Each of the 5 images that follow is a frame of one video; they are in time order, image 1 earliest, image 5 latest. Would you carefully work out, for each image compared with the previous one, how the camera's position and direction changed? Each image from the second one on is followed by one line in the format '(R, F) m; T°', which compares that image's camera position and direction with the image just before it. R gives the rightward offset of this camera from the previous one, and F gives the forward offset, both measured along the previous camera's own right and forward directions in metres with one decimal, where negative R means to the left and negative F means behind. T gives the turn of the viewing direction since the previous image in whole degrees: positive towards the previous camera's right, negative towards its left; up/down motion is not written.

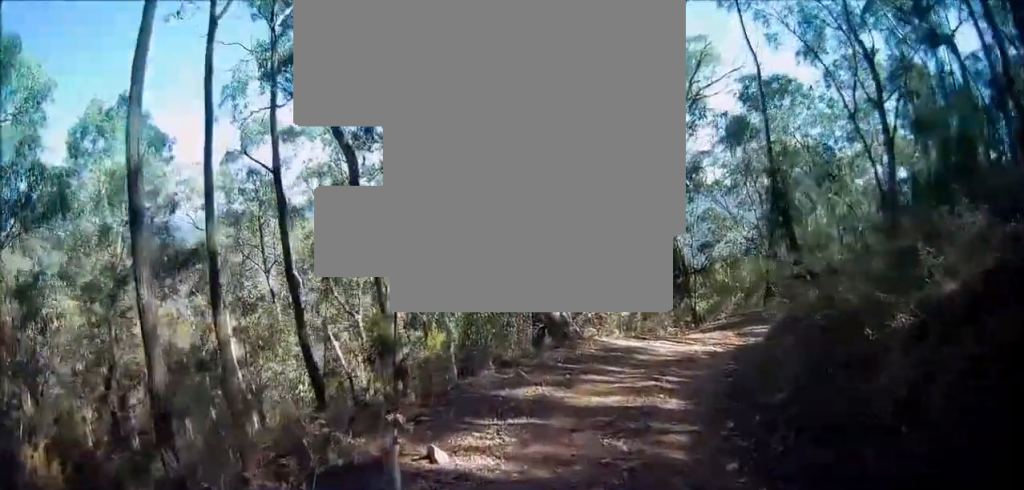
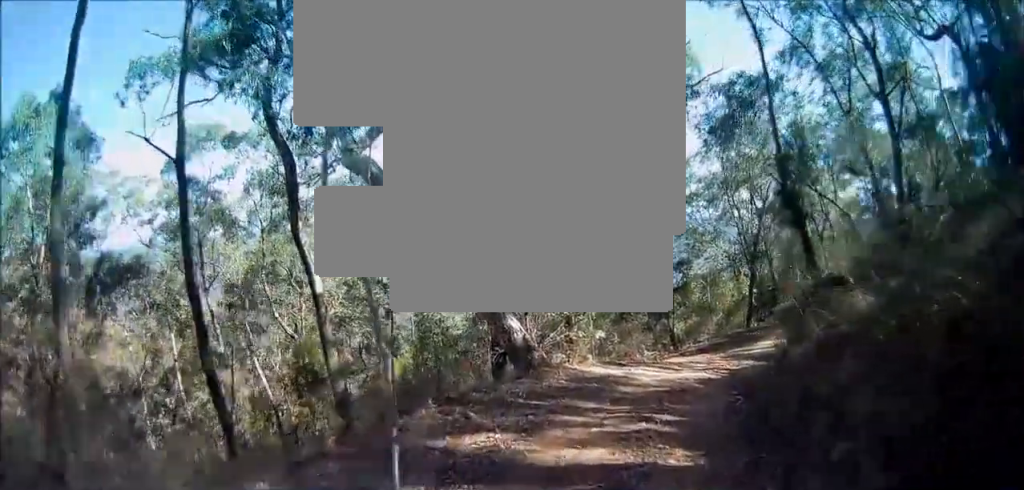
(+0.2, +2.5) m; +7°
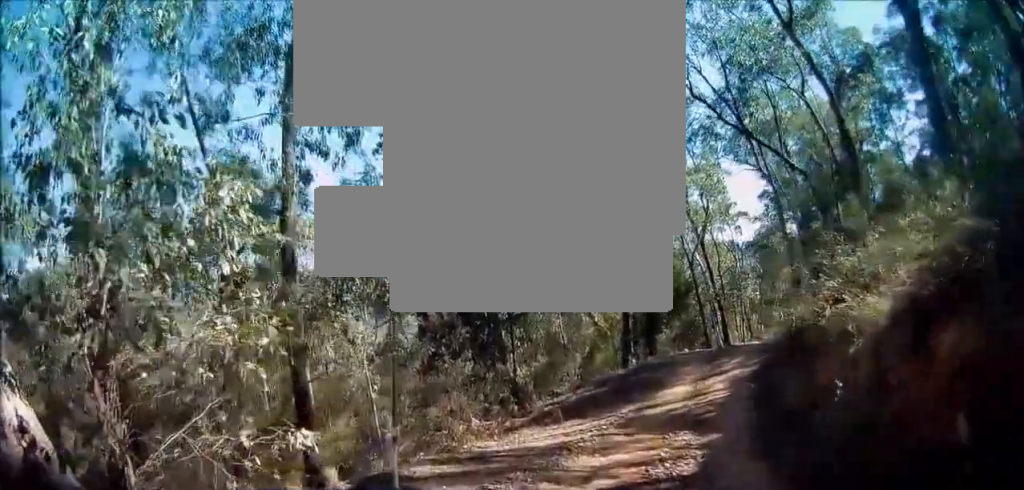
(+1.5, +8.7) m; +21°
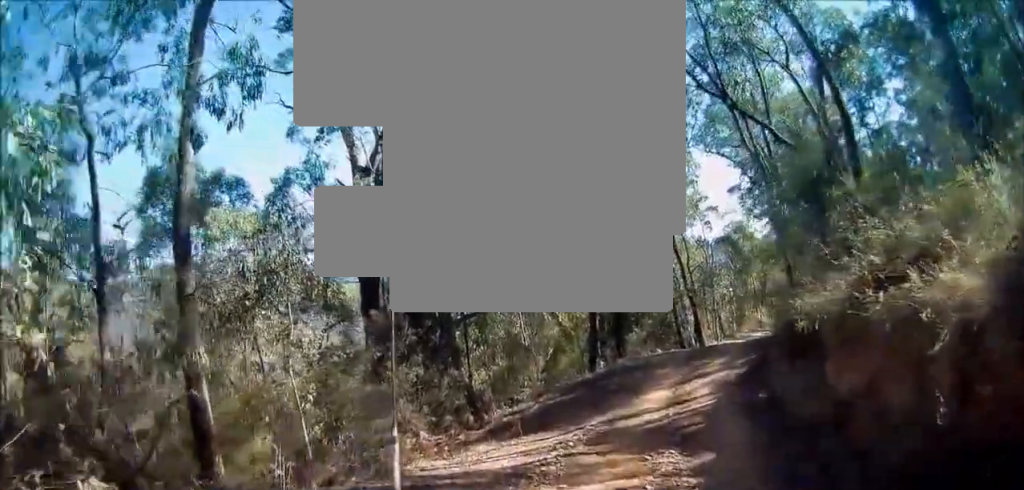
(+0.1, +1.7) m; +5°
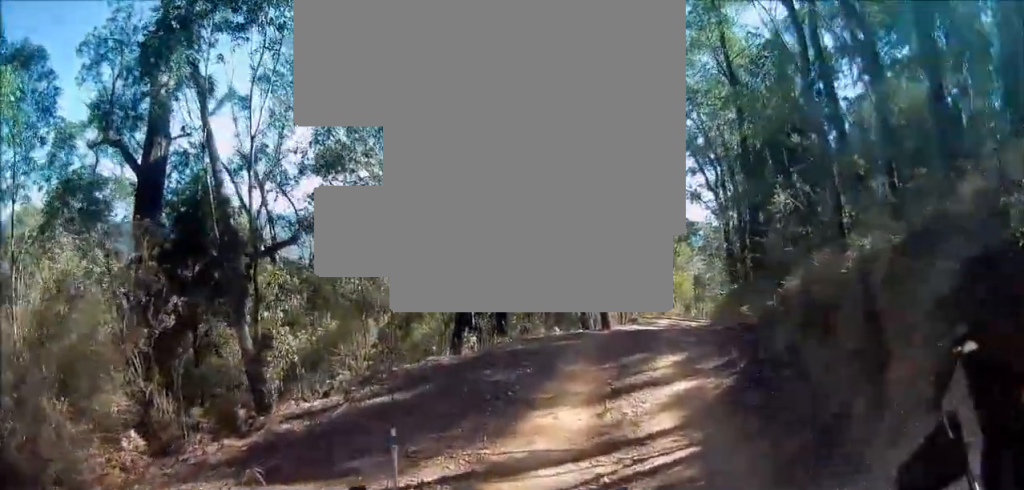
(+0.7, +6.8) m; +12°
